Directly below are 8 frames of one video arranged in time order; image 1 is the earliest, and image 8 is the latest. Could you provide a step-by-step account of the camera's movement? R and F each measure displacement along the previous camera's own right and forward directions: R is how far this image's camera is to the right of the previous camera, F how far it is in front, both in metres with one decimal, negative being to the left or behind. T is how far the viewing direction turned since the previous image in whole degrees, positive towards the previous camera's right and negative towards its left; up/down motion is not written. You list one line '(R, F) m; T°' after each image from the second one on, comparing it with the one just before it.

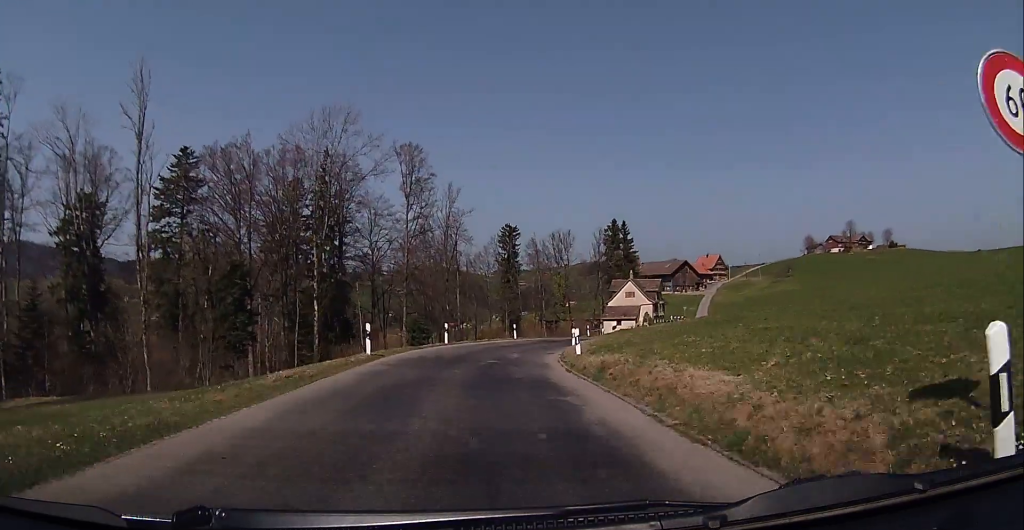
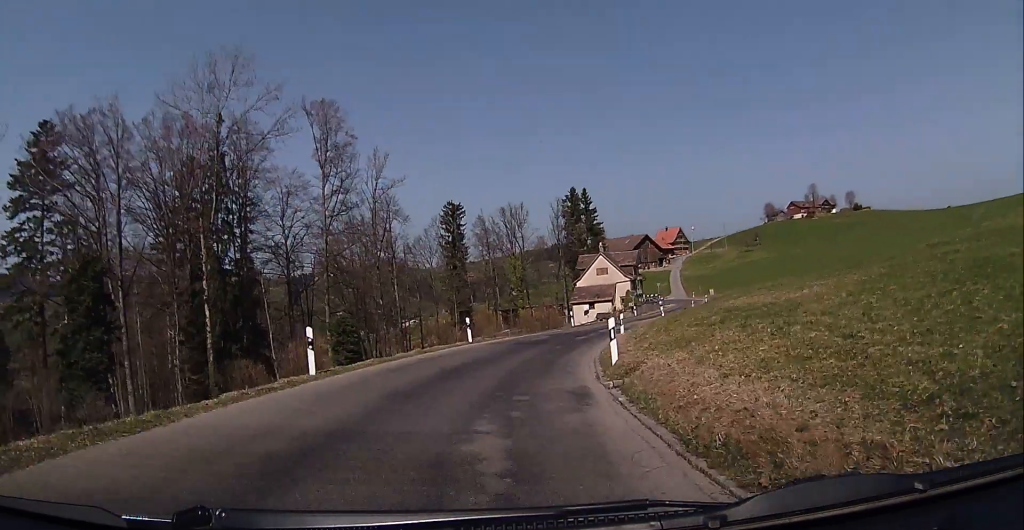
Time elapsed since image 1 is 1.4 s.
(+1.0, +18.7) m; +7°
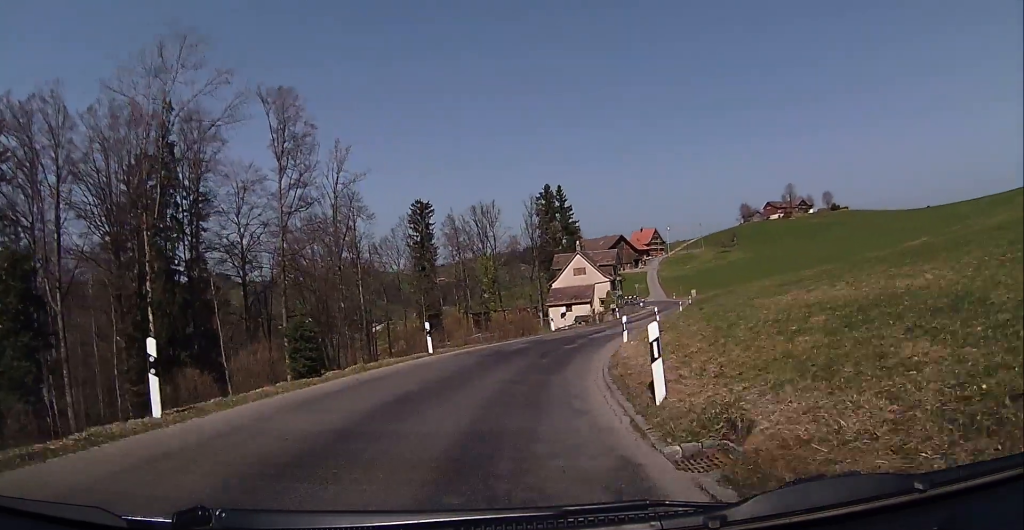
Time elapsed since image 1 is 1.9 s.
(+0.1, +5.7) m; +2°
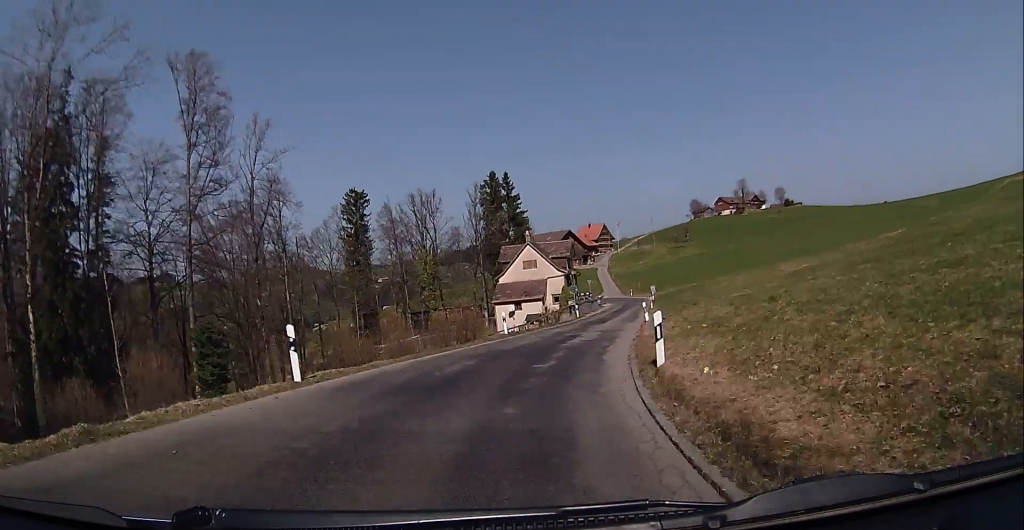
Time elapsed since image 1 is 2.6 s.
(+0.4, +9.7) m; +4°
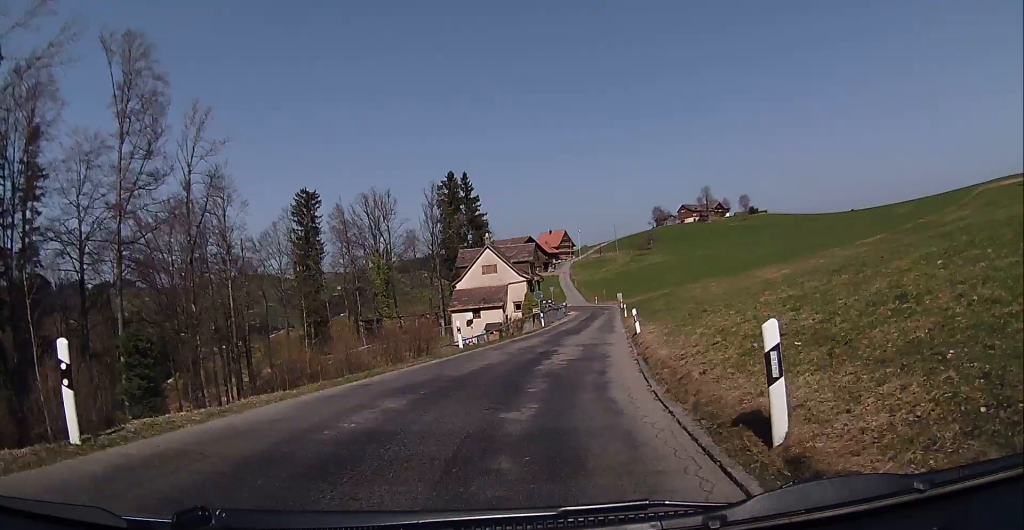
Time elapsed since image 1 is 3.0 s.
(+0.1, +5.8) m; +2°
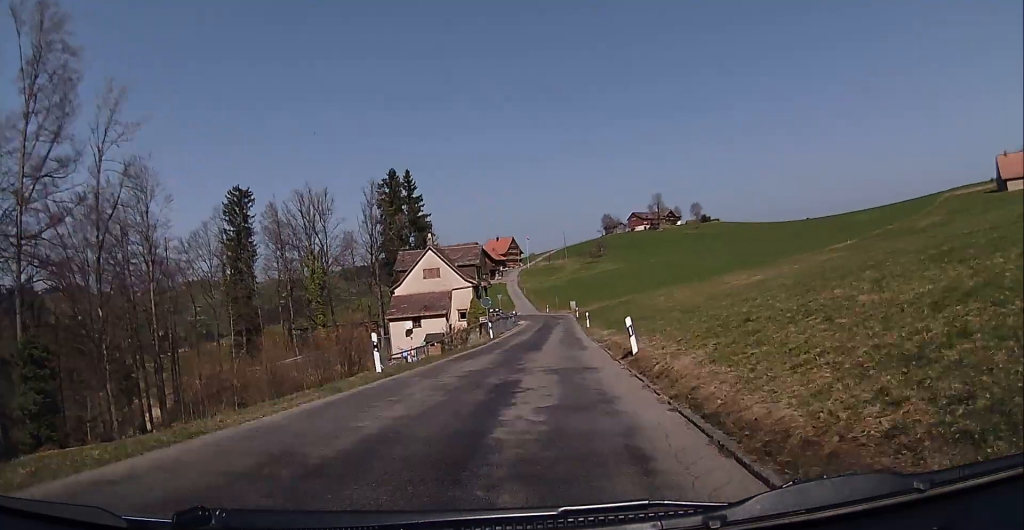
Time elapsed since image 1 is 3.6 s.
(+0.2, +7.3) m; +2°
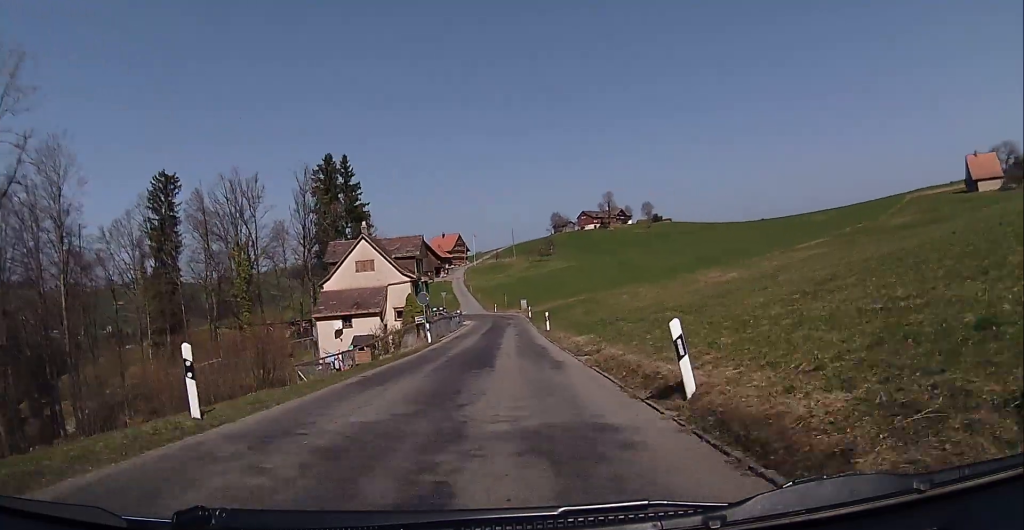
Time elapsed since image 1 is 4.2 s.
(0.0, +8.2) m; +2°
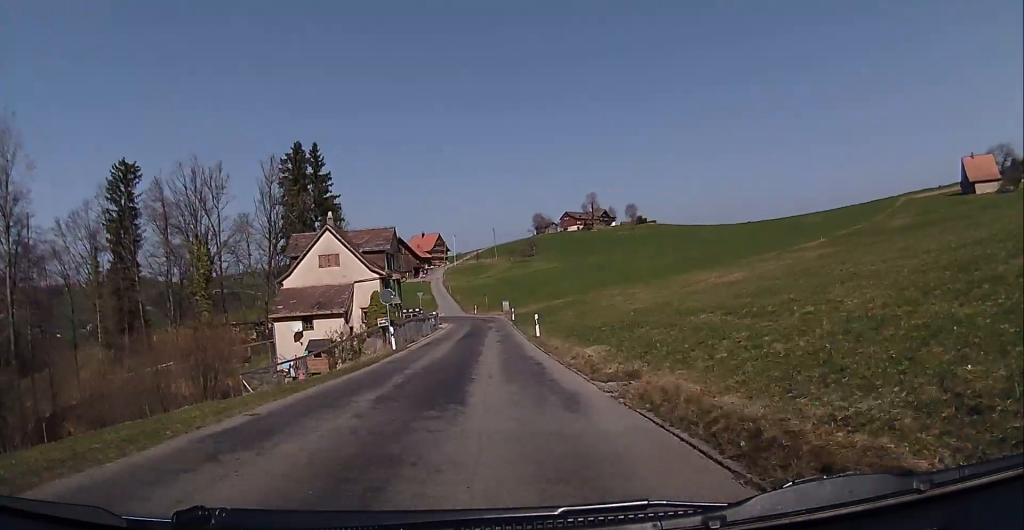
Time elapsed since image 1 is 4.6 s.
(+0.2, +6.4) m; +1°
